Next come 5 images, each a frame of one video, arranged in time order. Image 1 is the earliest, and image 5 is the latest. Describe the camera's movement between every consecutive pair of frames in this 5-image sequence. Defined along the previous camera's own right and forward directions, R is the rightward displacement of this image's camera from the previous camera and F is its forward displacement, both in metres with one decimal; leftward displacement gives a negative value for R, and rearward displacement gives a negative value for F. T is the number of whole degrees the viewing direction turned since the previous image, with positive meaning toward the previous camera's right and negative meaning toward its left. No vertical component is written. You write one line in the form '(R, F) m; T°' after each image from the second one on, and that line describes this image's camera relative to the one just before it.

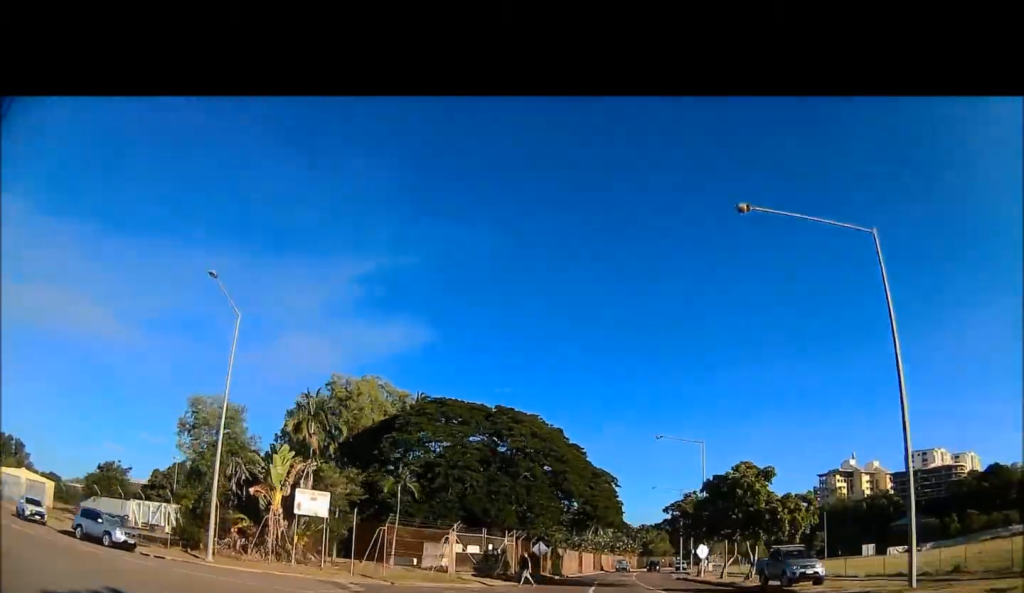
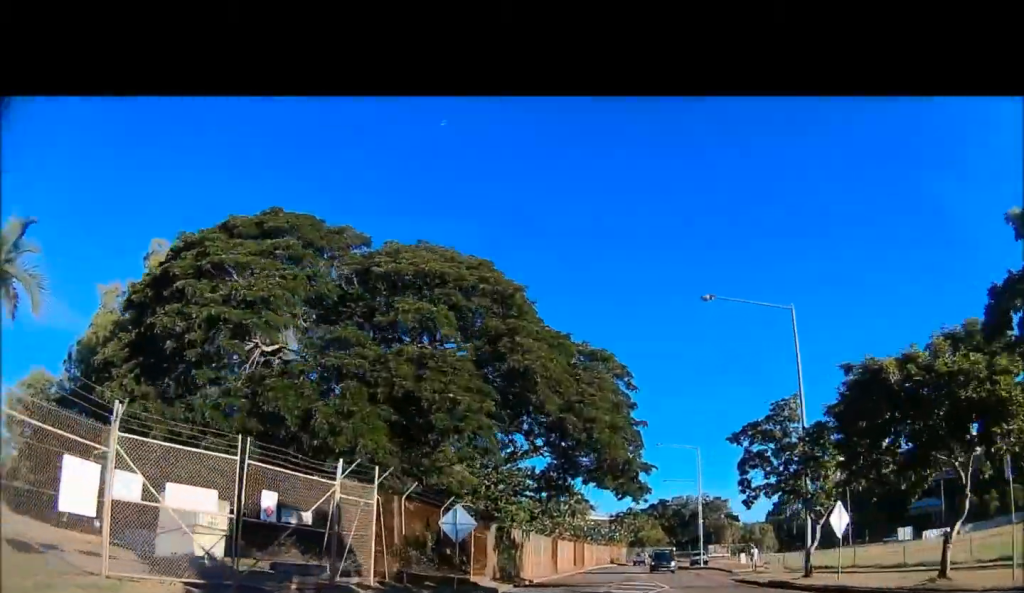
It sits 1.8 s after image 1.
(+0.9, +29.1) m; +2°
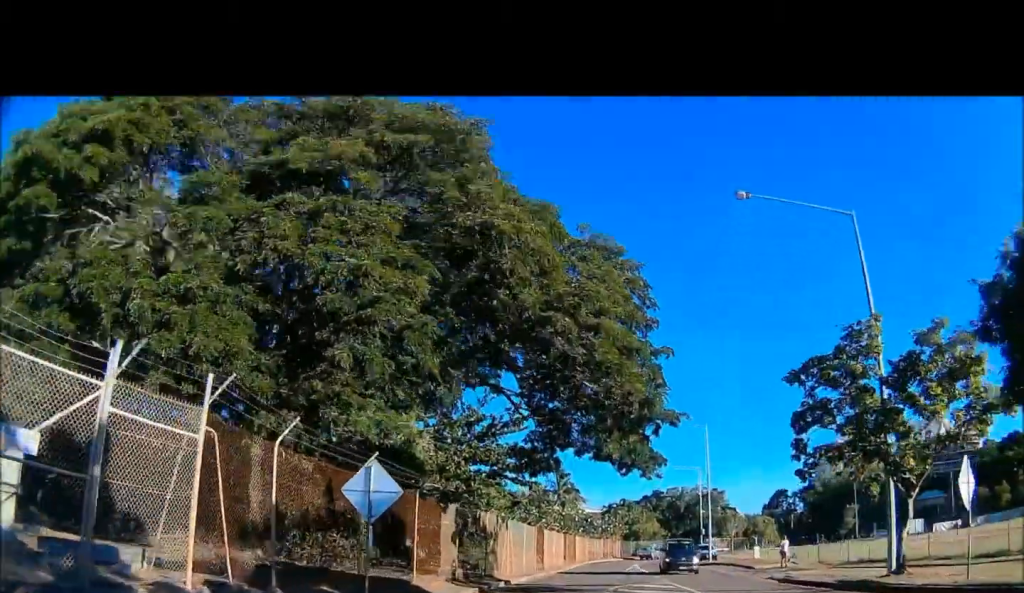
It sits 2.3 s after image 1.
(0.0, +7.7) m; 0°
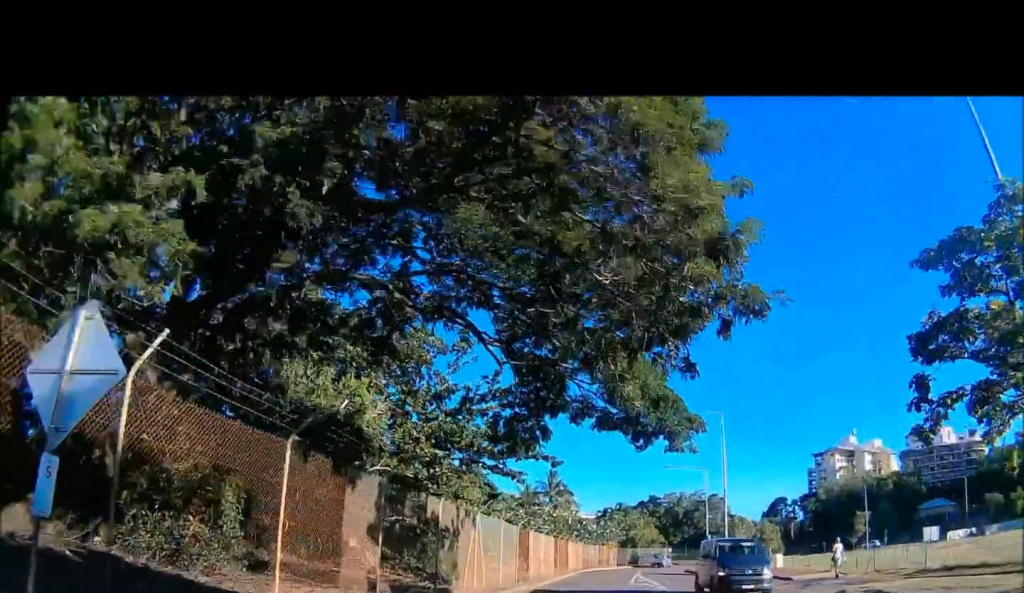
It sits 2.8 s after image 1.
(0.0, +7.6) m; 0°
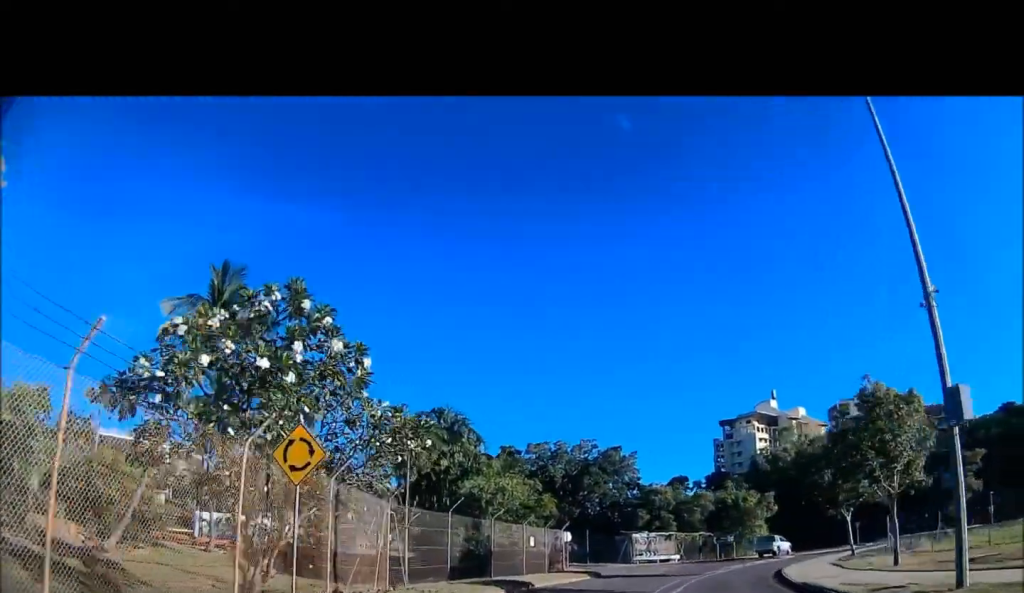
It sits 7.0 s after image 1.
(+0.4, +62.0) m; +10°
